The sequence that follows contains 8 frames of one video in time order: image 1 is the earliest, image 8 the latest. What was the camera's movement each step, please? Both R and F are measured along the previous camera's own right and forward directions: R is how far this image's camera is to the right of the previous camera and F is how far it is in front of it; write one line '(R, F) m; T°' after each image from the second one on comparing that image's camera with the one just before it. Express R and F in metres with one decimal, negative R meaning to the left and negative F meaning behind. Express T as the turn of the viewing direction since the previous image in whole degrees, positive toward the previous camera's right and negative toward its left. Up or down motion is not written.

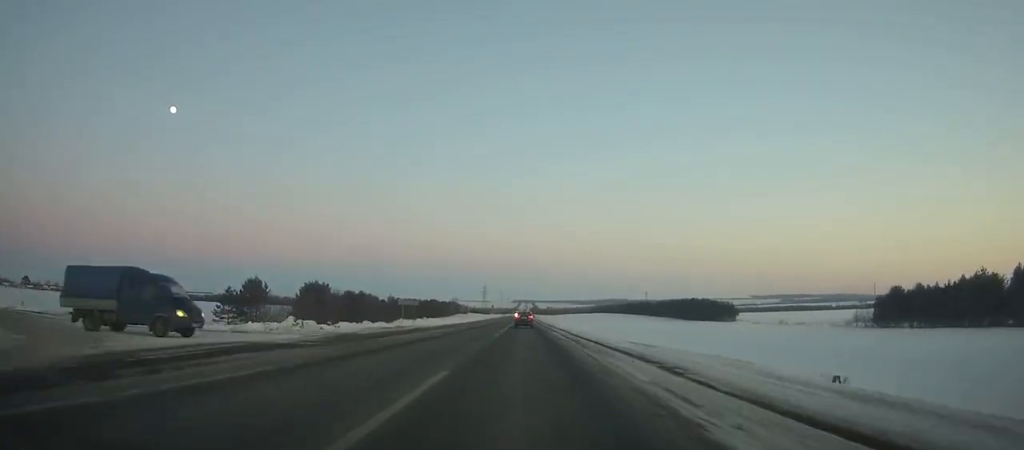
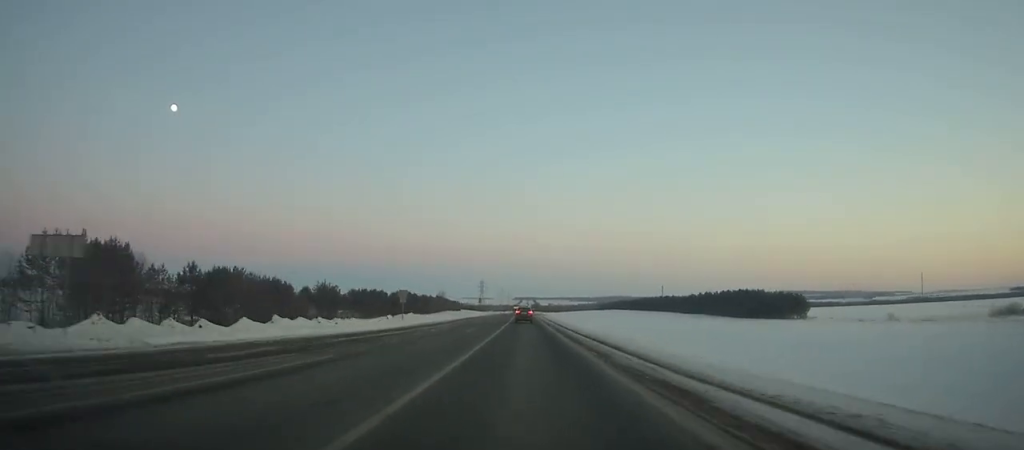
(0.0, +55.8) m; 0°
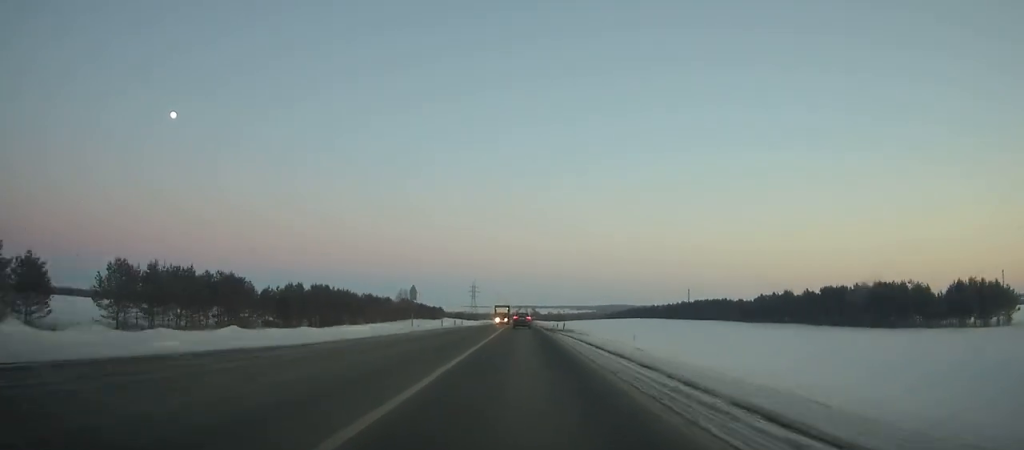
(+0.1, +76.0) m; 0°
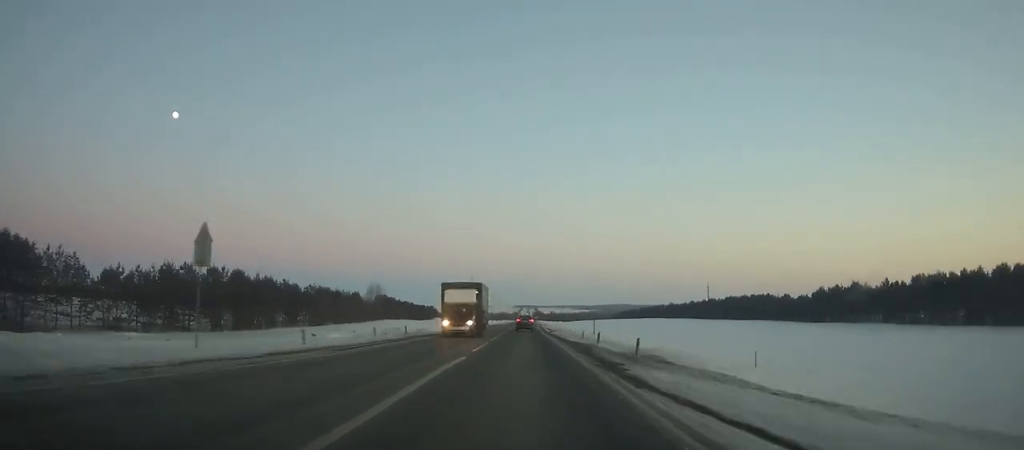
(0.0, +36.1) m; 0°
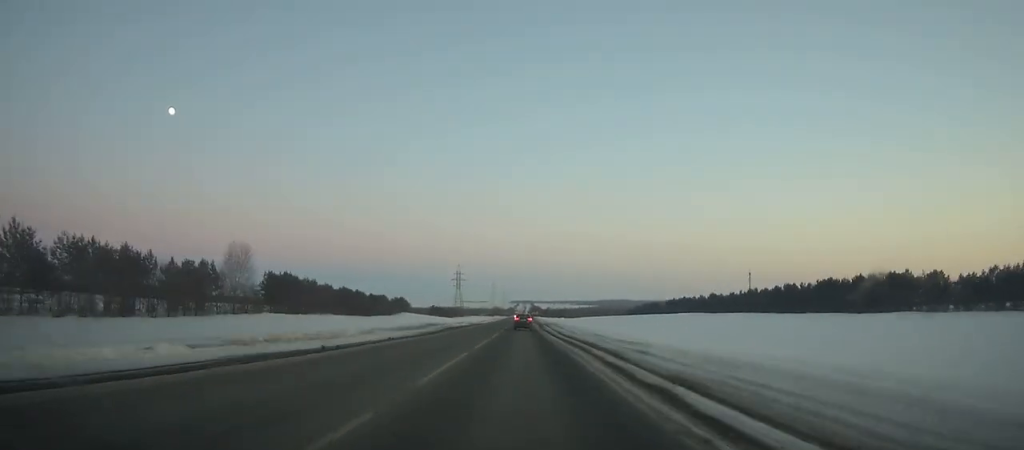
(0.0, +69.9) m; 0°
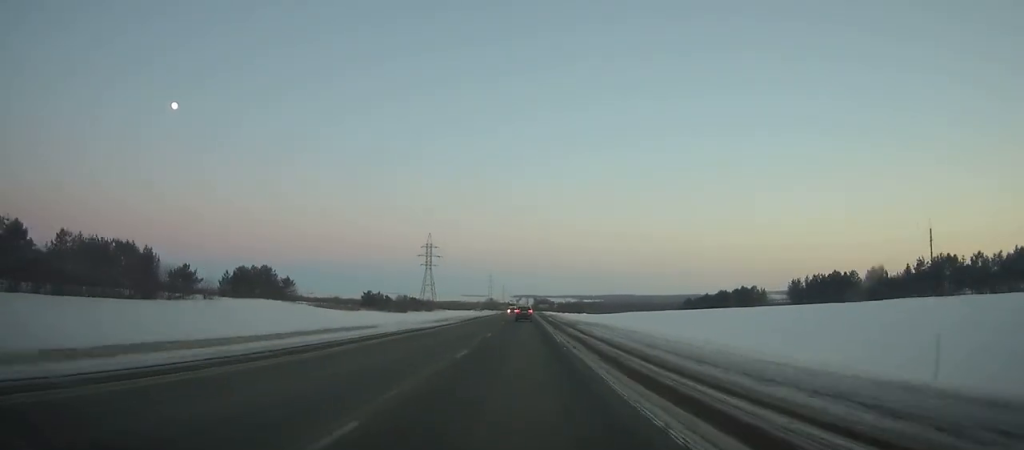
(-0.1, +132.0) m; 0°
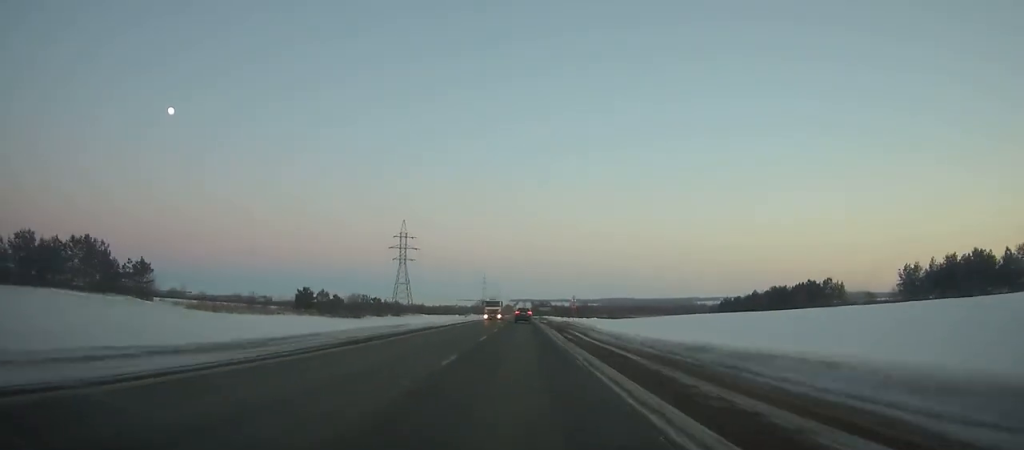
(+0.2, +50.1) m; 0°
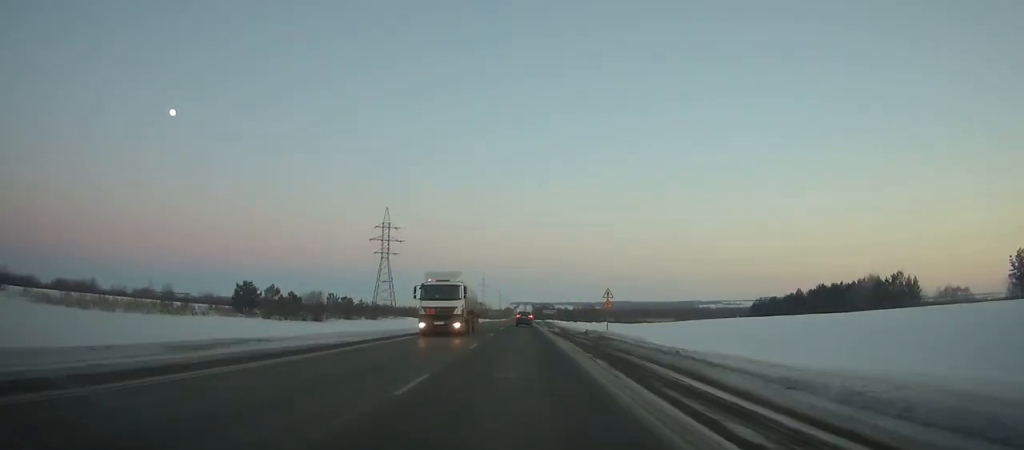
(0.0, +28.7) m; 0°
